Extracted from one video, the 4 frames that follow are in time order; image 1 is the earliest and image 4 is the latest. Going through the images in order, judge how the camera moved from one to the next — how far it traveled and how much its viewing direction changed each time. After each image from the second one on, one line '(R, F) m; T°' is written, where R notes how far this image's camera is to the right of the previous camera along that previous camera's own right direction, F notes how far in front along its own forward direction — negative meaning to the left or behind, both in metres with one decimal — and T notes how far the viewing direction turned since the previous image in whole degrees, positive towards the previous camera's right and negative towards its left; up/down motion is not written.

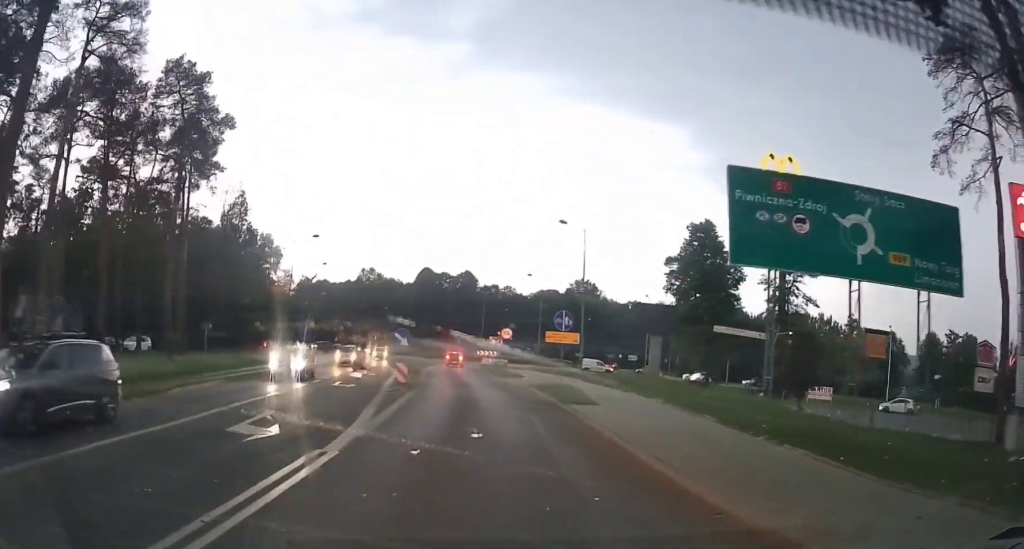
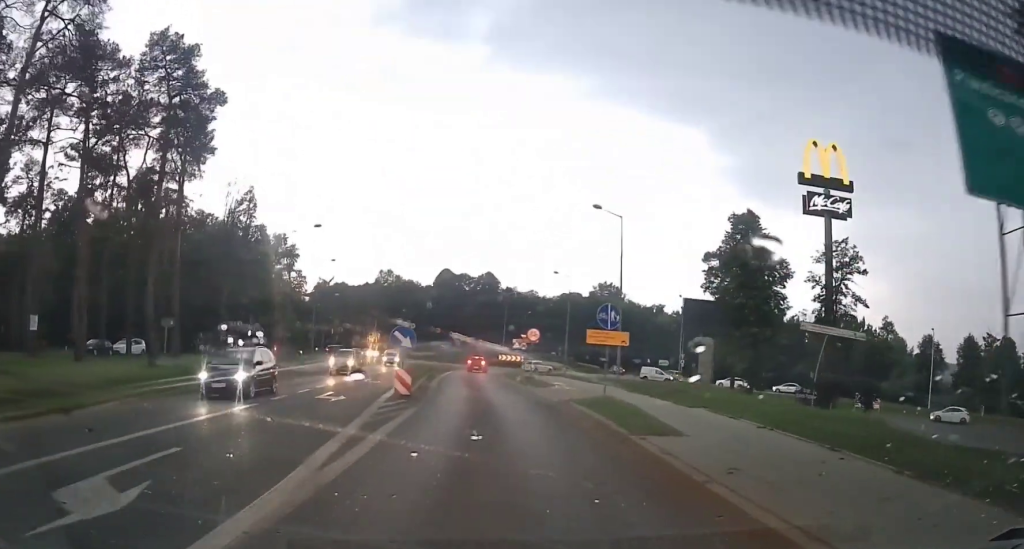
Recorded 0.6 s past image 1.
(0.0, +5.3) m; -4°
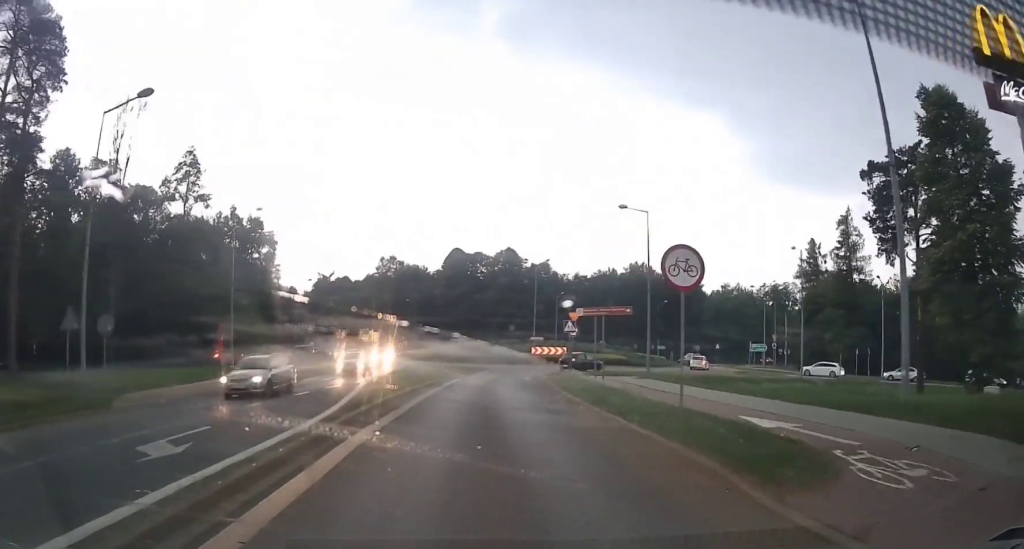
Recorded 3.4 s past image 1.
(-1.4, +25.0) m; -3°
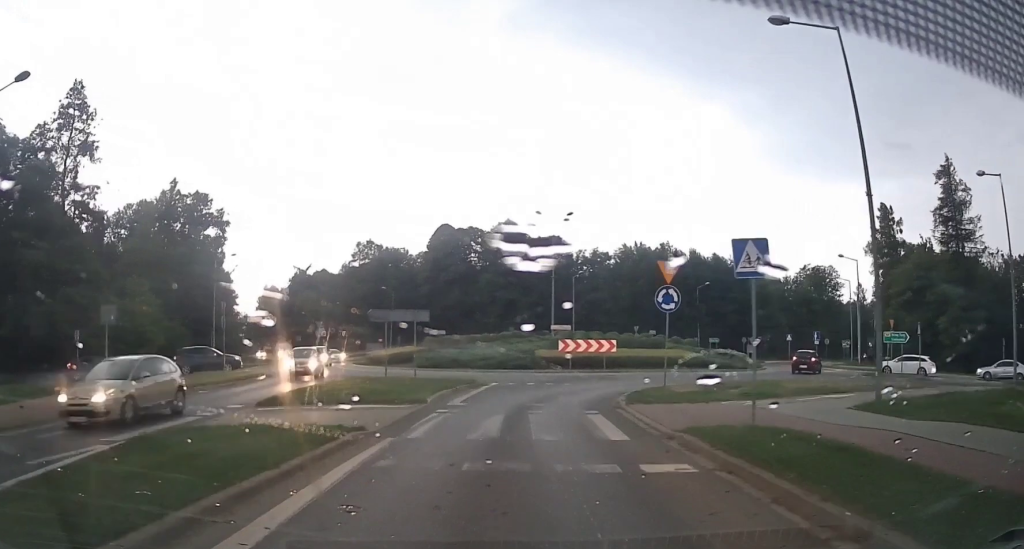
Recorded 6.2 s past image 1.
(+0.1, +22.2) m; +2°
